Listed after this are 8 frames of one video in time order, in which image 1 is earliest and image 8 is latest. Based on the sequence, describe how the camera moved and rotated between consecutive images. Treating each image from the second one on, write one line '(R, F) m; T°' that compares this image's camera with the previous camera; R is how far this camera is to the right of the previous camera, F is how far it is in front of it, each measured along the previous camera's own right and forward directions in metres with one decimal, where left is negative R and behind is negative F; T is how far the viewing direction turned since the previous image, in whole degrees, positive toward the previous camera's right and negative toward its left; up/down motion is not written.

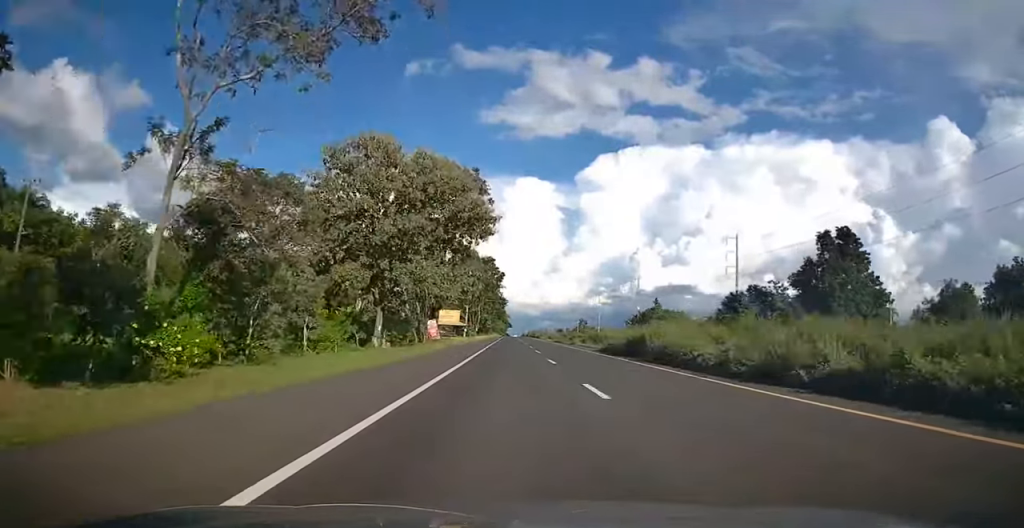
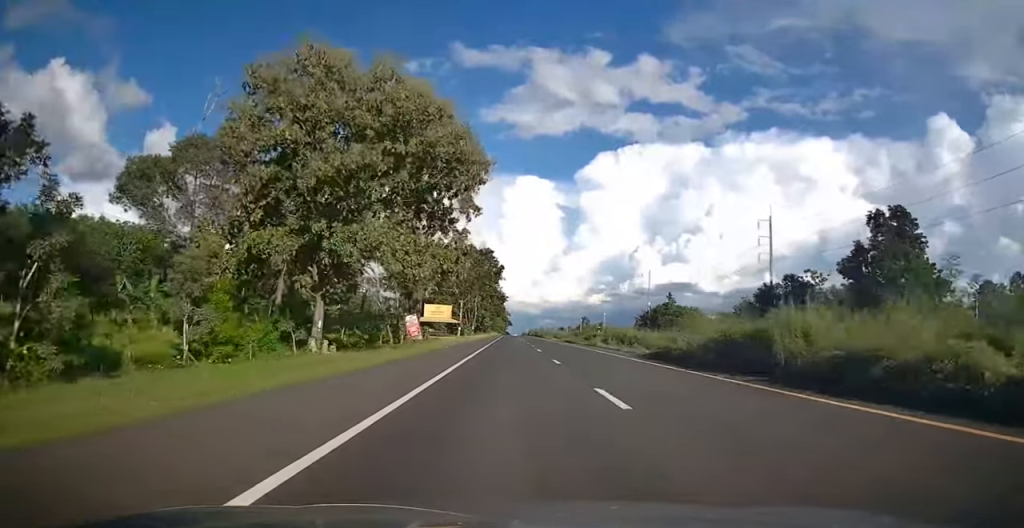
(0.0, +13.6) m; 0°
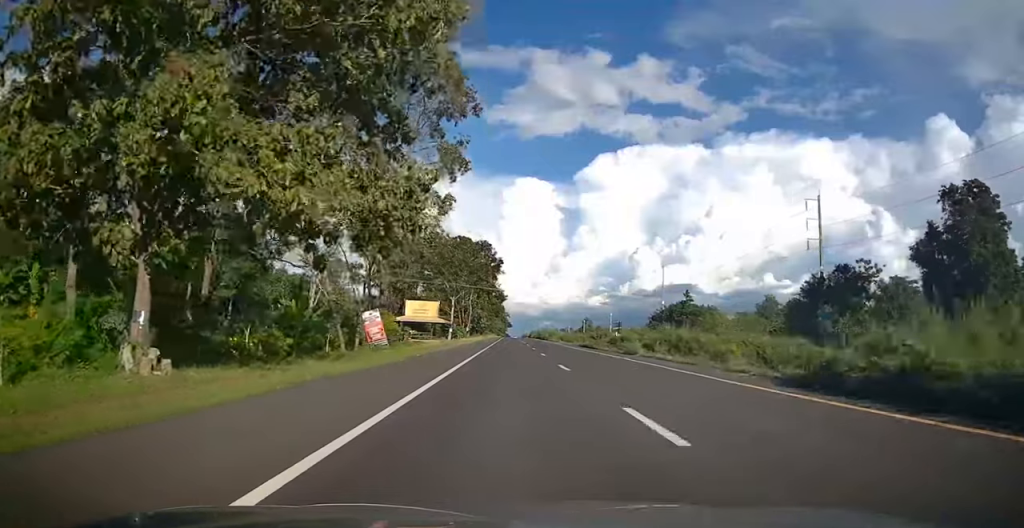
(0.0, +14.9) m; 0°
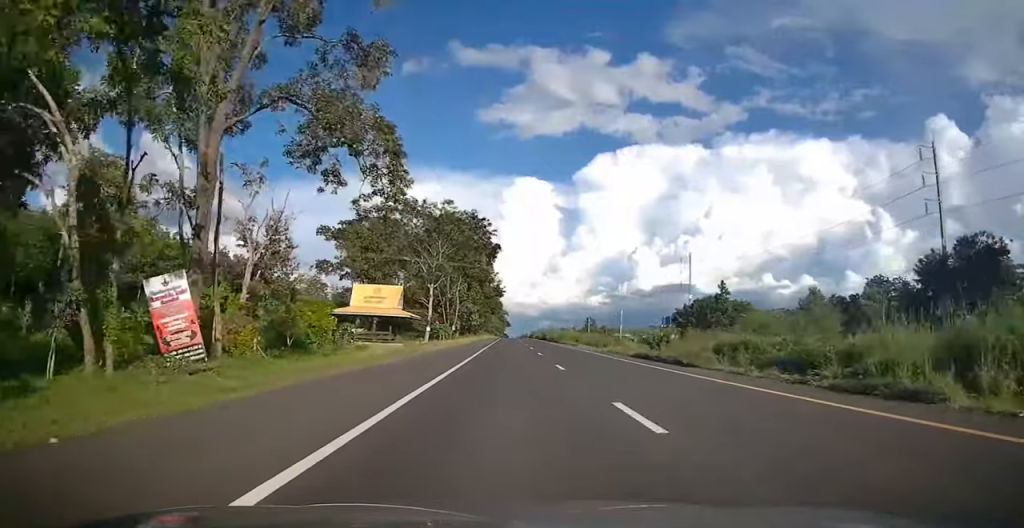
(0.0, +22.9) m; 0°
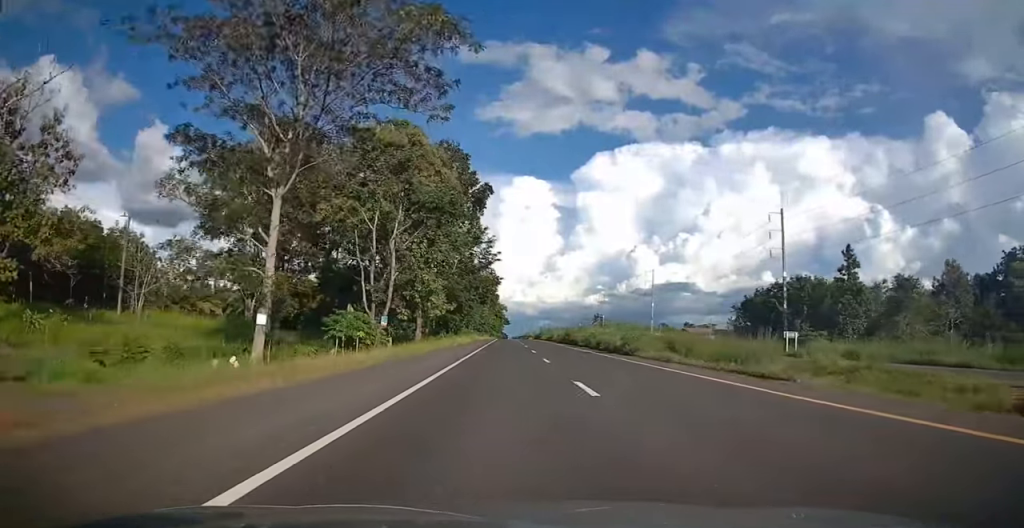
(+0.1, +43.8) m; 0°
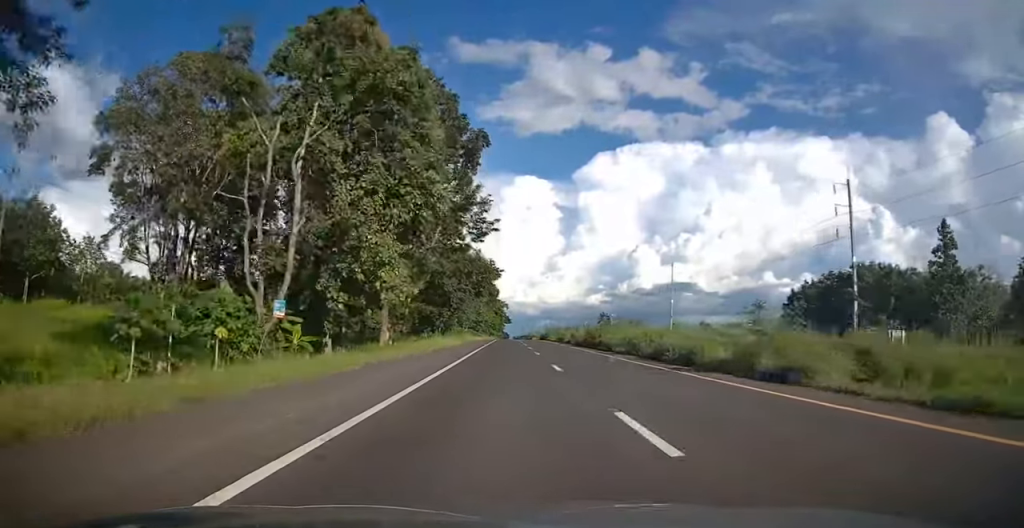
(0.0, +17.3) m; 0°
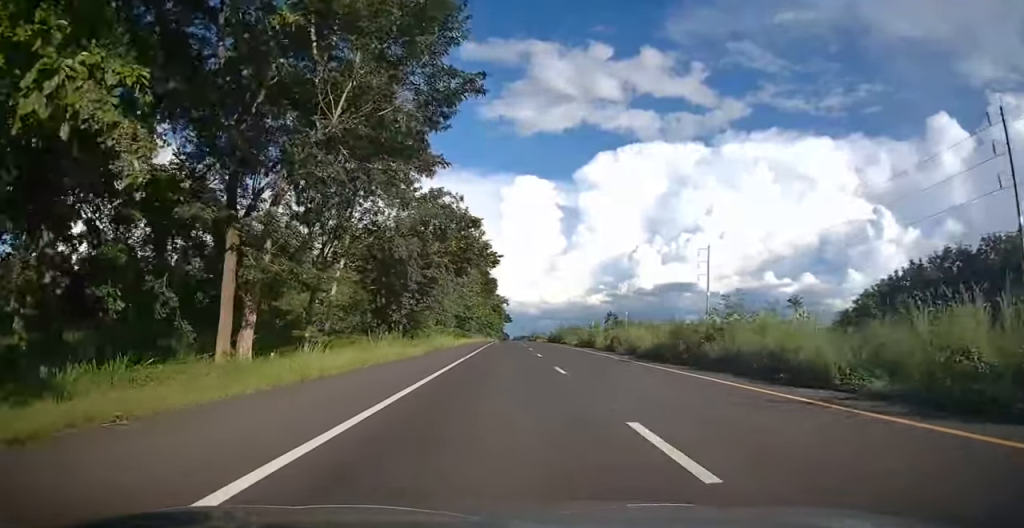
(-0.1, +25.1) m; 0°
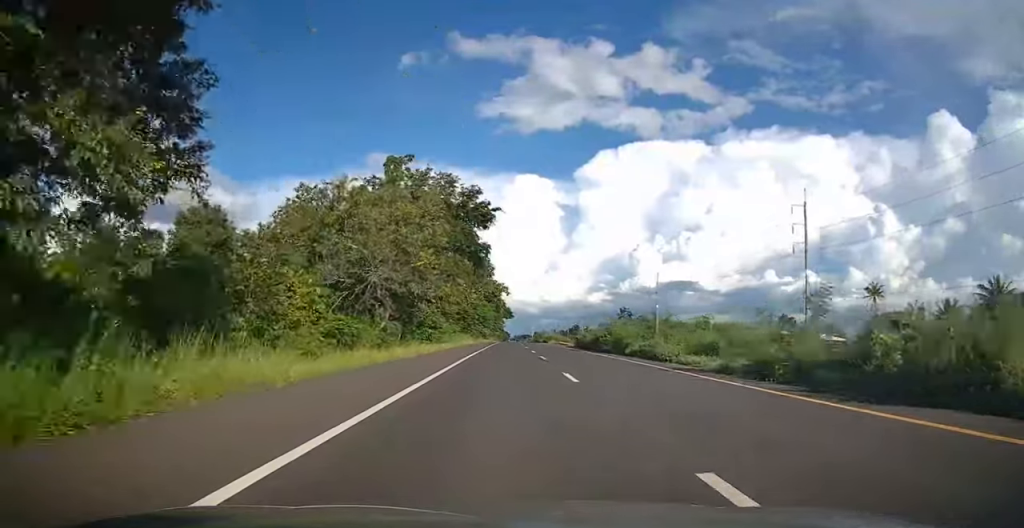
(0.0, +38.7) m; 0°
